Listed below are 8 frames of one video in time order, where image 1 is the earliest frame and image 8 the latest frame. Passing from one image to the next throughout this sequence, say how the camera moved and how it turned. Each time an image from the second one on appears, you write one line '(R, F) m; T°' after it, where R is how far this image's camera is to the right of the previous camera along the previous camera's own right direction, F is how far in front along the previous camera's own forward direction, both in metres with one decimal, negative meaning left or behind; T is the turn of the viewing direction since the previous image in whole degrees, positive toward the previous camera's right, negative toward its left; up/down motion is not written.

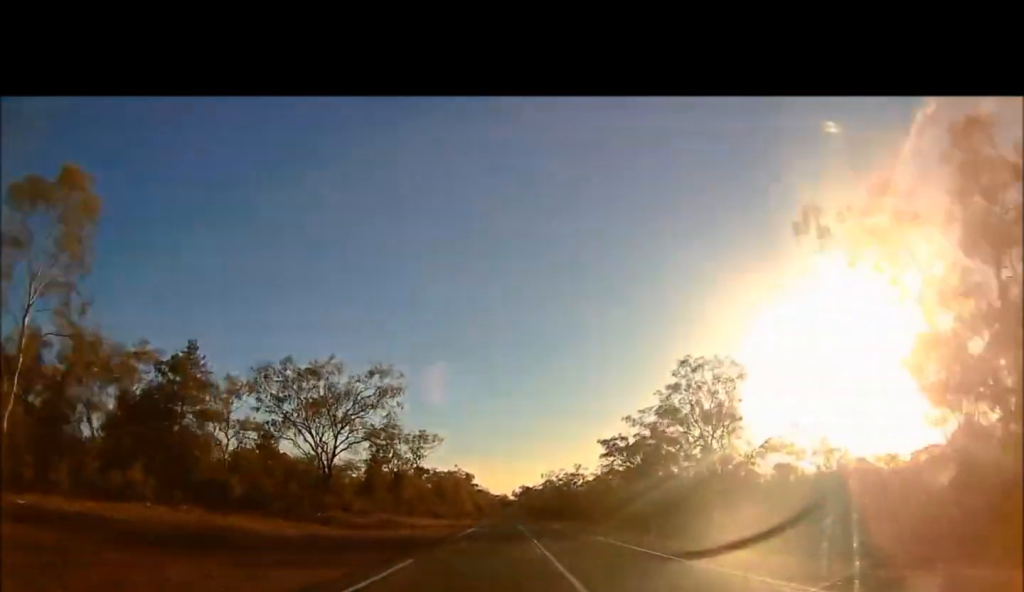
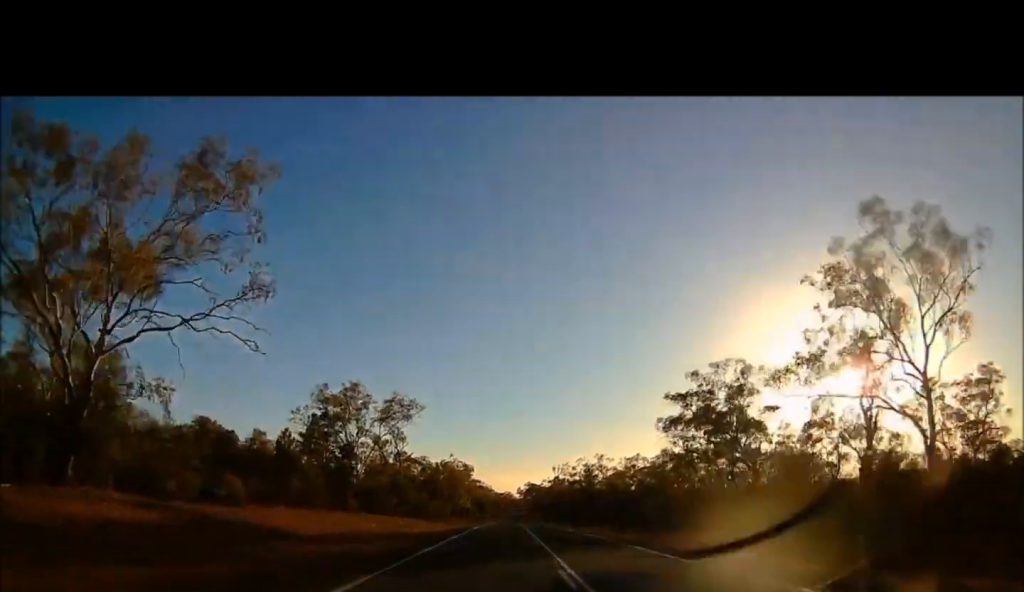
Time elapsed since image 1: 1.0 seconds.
(-3.0, +30.7) m; -4°
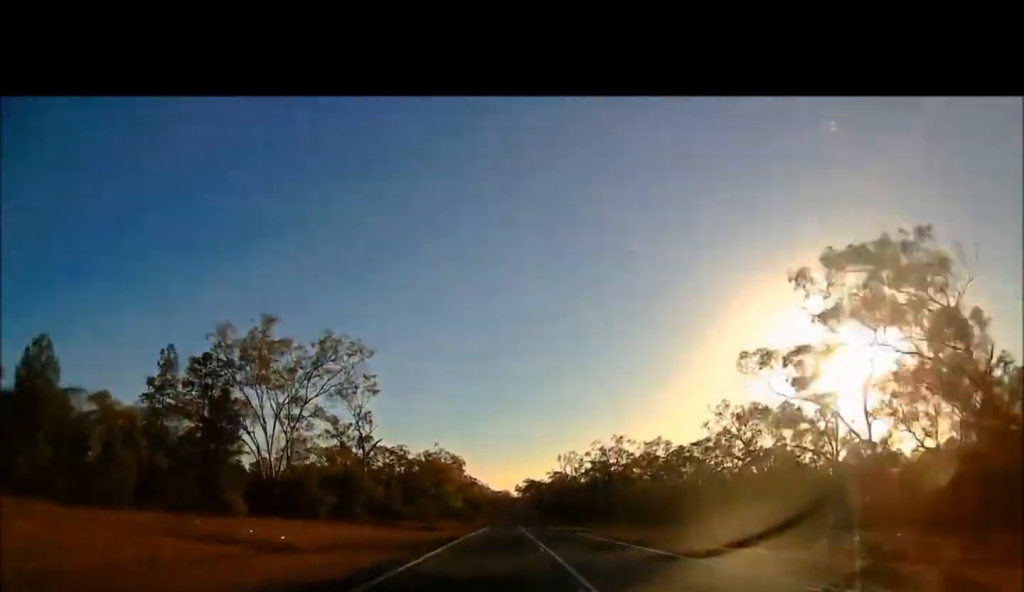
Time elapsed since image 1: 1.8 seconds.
(-0.1, +26.6) m; +1°
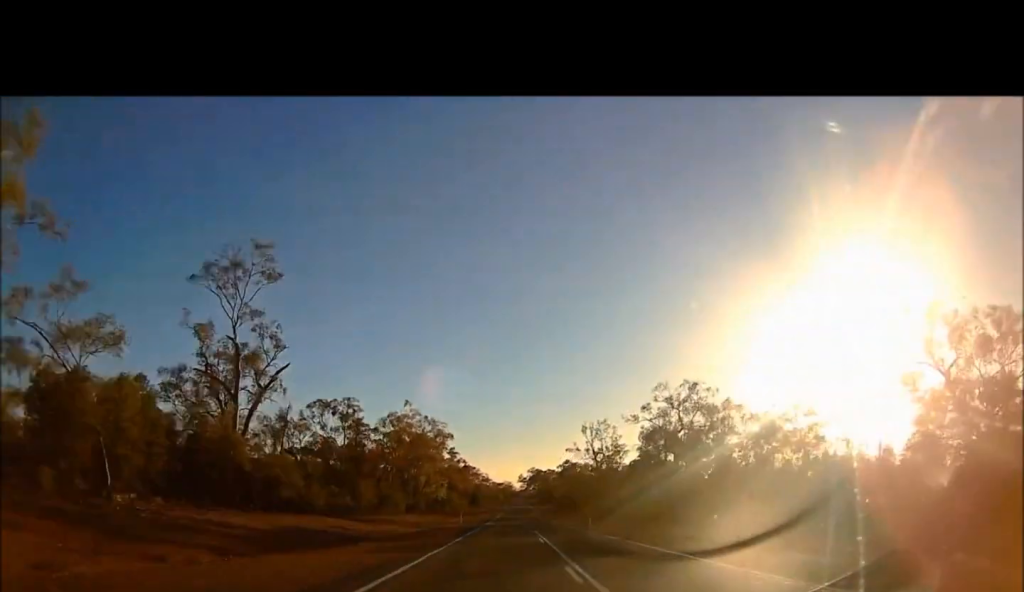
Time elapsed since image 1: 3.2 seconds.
(+1.4, +45.2) m; -1°
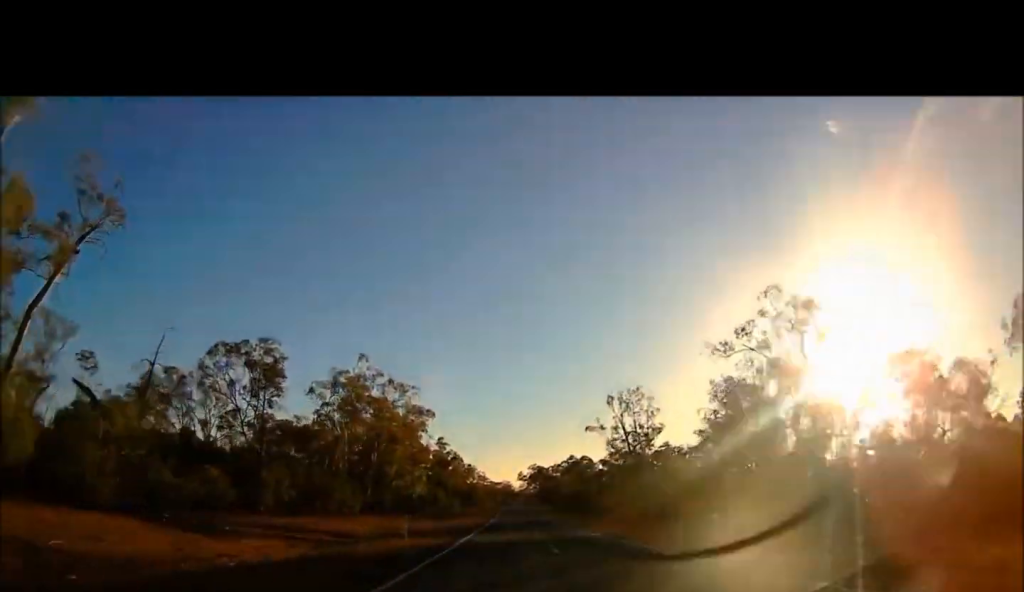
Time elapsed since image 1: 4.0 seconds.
(-0.5, +29.9) m; -1°
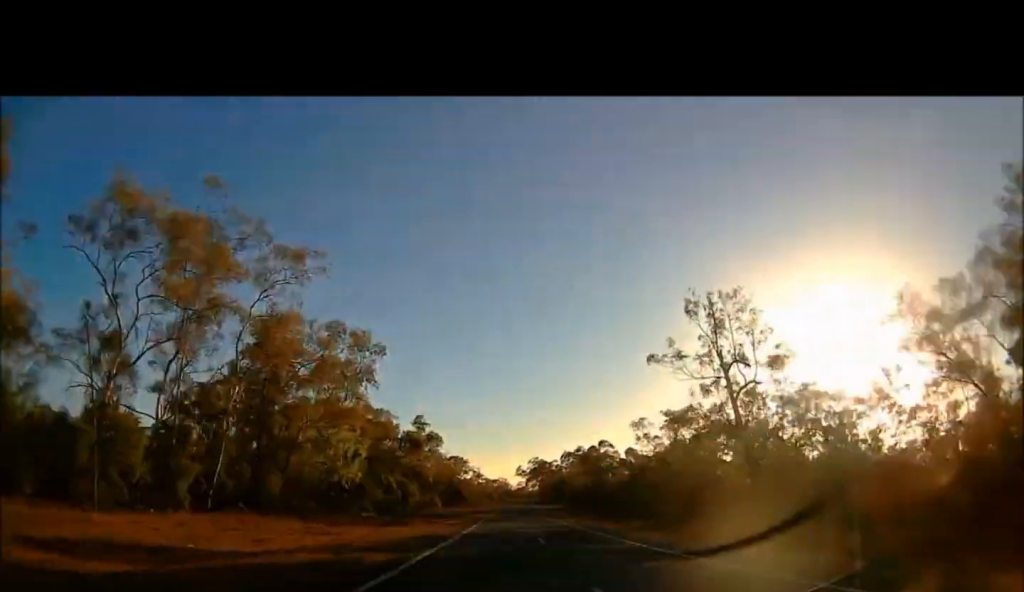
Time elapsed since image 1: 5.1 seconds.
(-0.1, +38.2) m; 0°
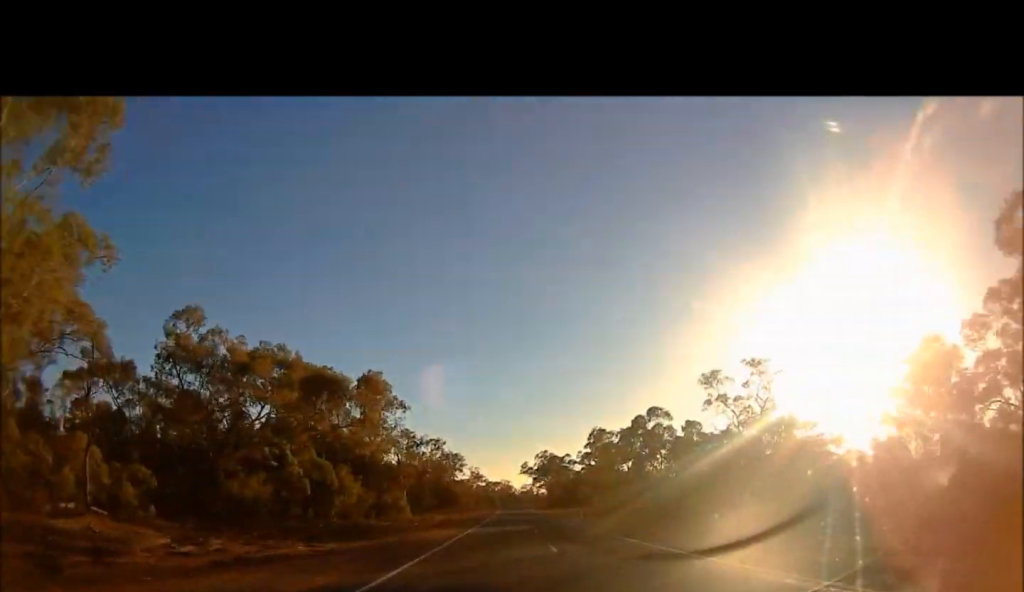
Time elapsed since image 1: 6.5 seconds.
(0.0, +46.3) m; 0°
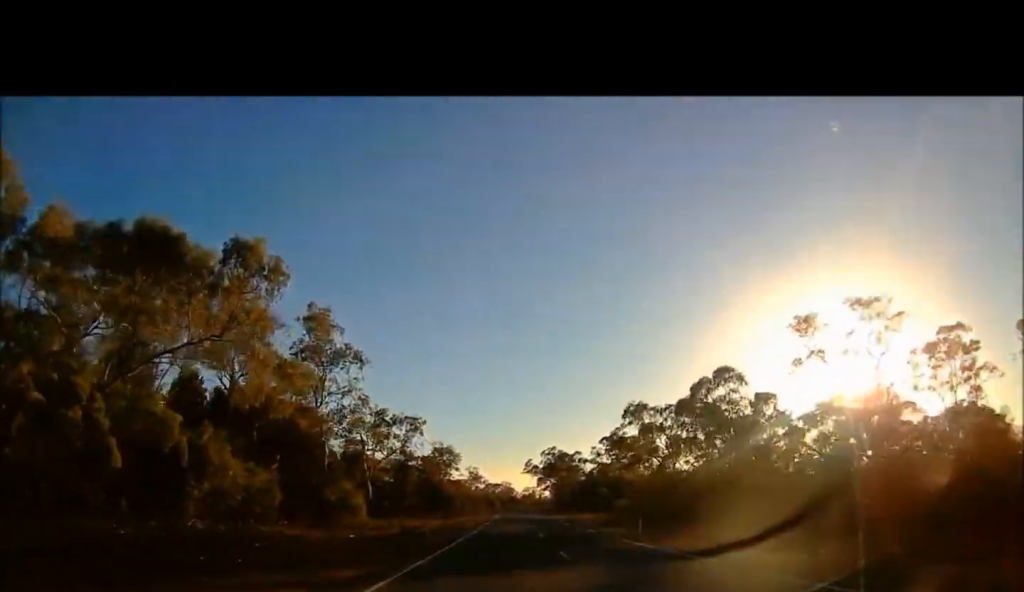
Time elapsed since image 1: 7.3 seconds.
(0.0, +27.7) m; 0°
